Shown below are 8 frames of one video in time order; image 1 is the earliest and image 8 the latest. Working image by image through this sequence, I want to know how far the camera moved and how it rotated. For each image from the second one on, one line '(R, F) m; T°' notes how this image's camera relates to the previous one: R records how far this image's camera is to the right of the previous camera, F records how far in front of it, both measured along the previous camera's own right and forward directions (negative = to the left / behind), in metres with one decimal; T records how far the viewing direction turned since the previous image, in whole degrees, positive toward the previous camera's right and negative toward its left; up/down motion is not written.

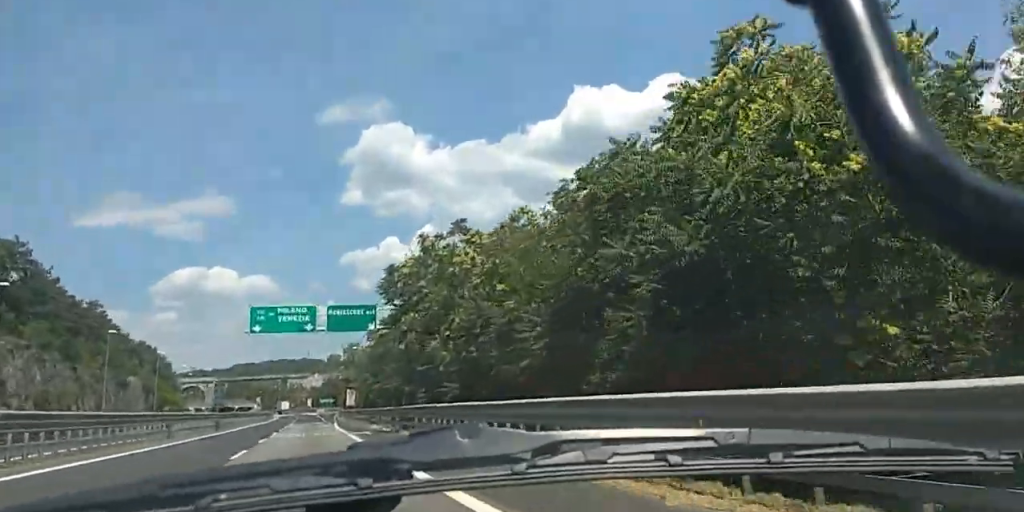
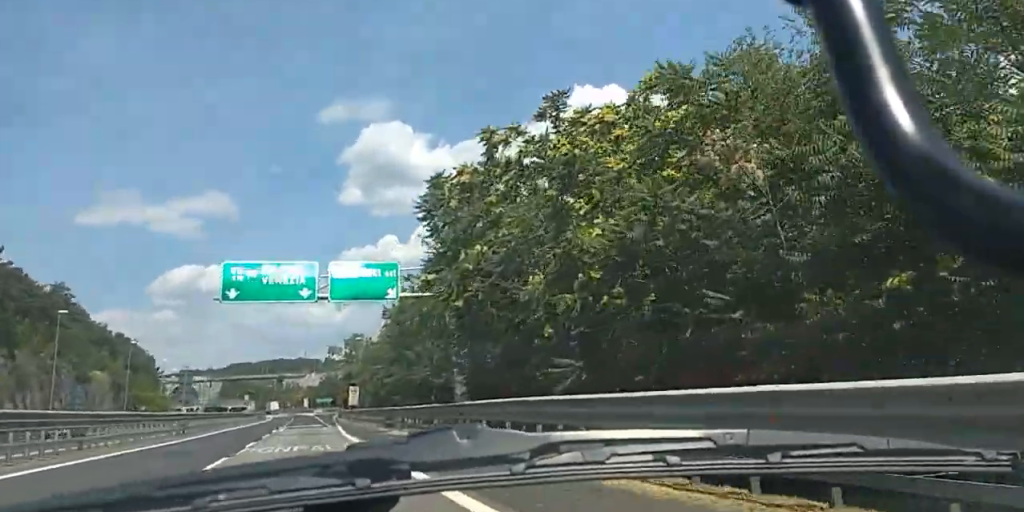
(+0.2, +16.8) m; +1°
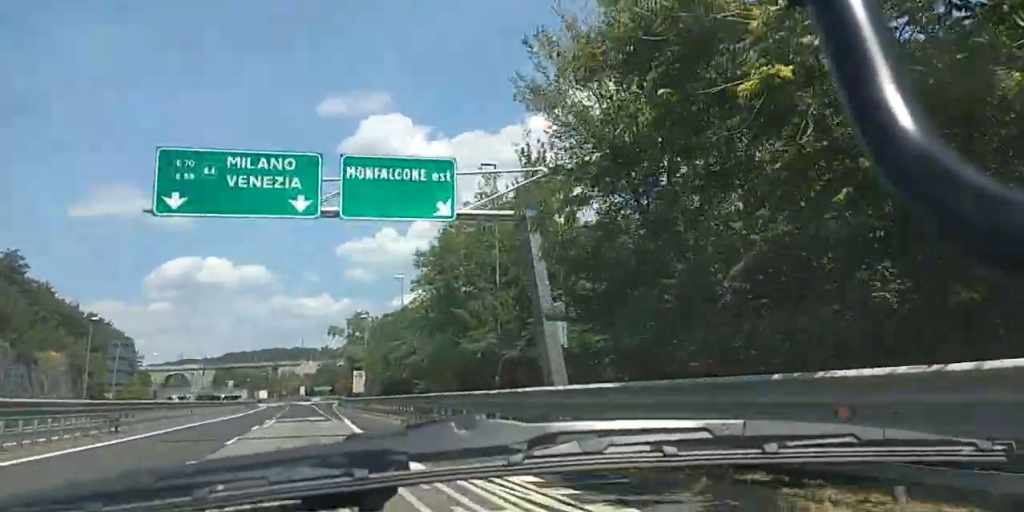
(+0.1, +17.4) m; 0°
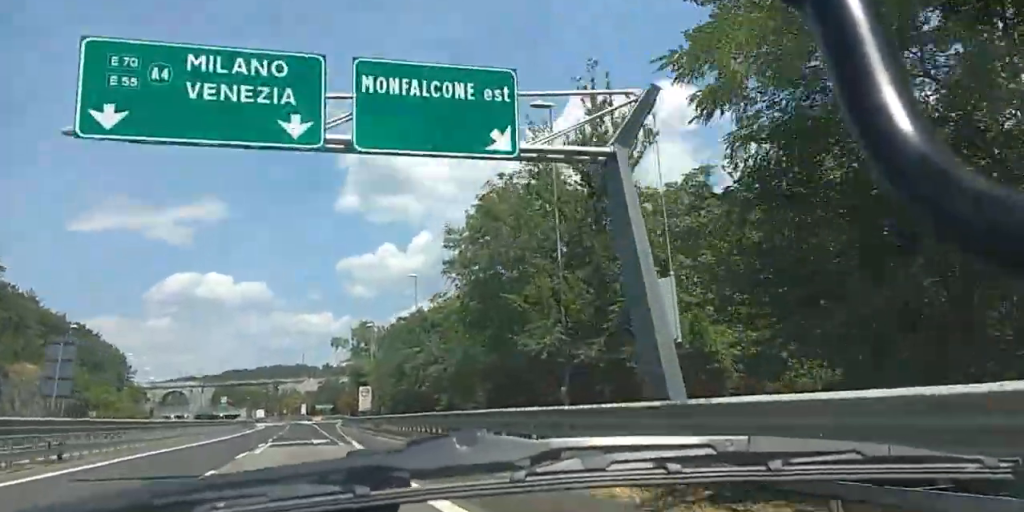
(0.0, +8.0) m; 0°
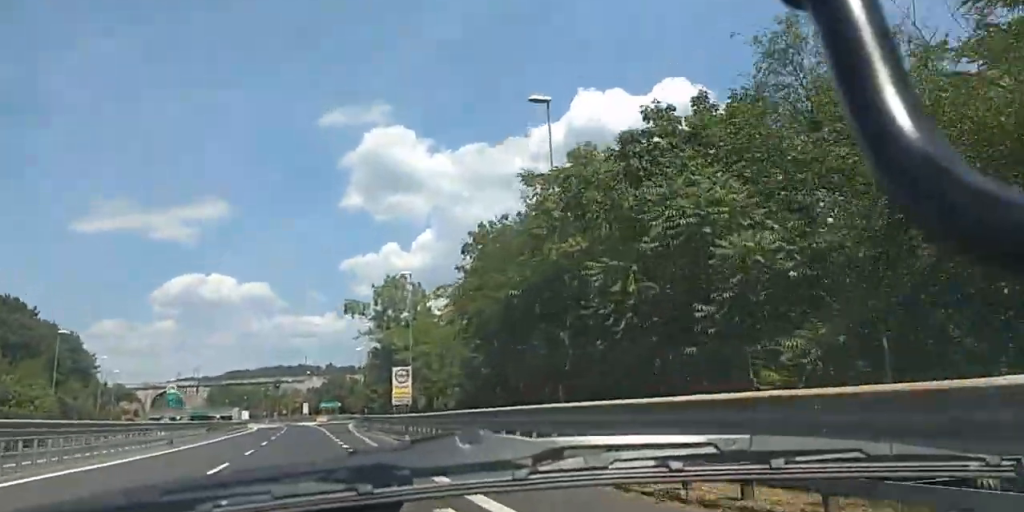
(+0.4, +30.7) m; +1°
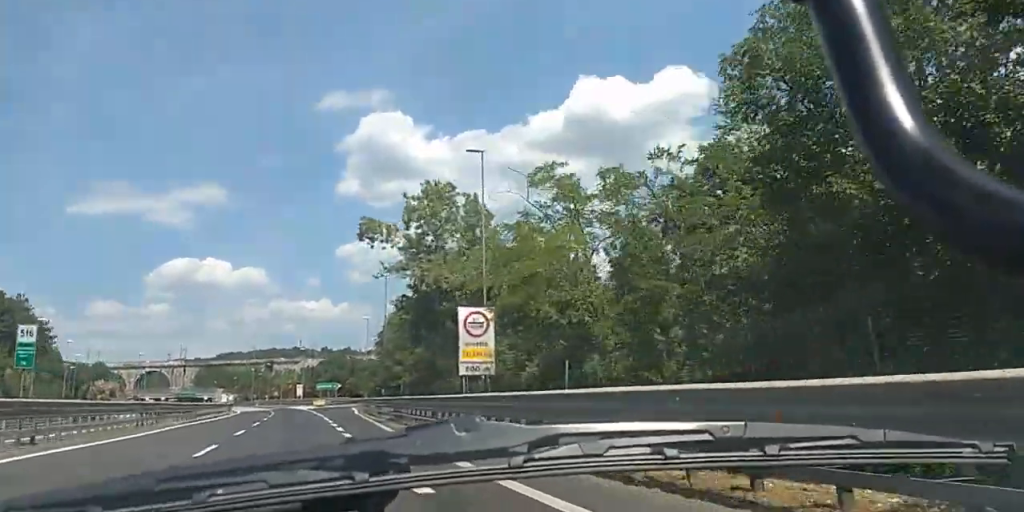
(-0.2, +24.1) m; 0°
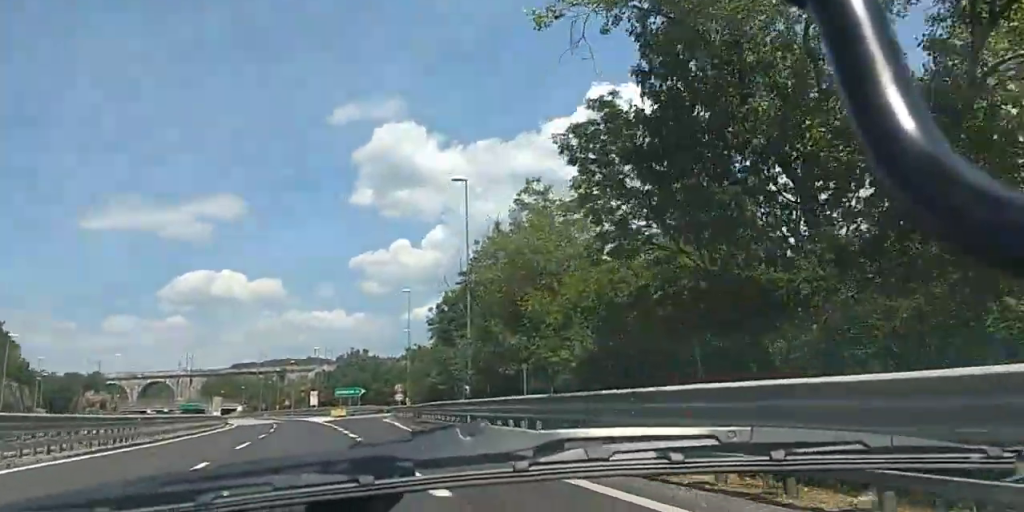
(+0.1, +27.7) m; 0°
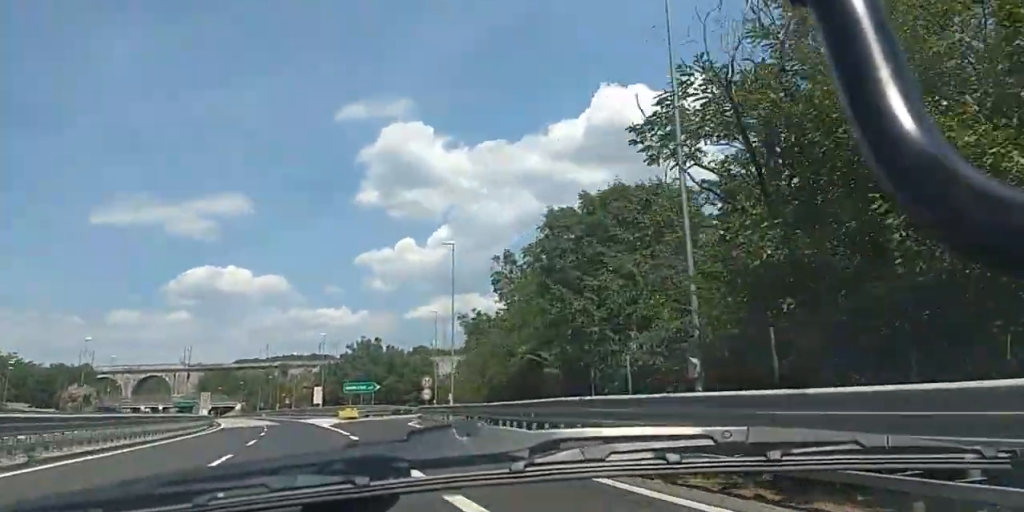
(-0.2, +18.8) m; -1°
